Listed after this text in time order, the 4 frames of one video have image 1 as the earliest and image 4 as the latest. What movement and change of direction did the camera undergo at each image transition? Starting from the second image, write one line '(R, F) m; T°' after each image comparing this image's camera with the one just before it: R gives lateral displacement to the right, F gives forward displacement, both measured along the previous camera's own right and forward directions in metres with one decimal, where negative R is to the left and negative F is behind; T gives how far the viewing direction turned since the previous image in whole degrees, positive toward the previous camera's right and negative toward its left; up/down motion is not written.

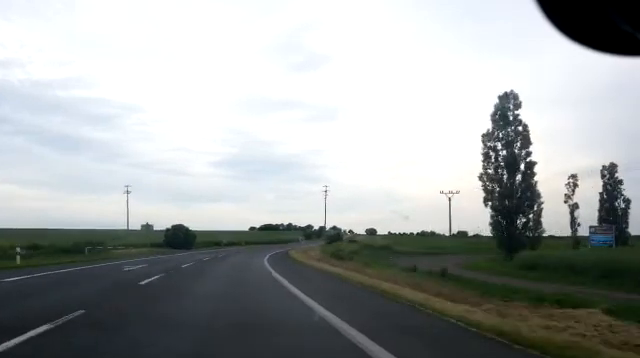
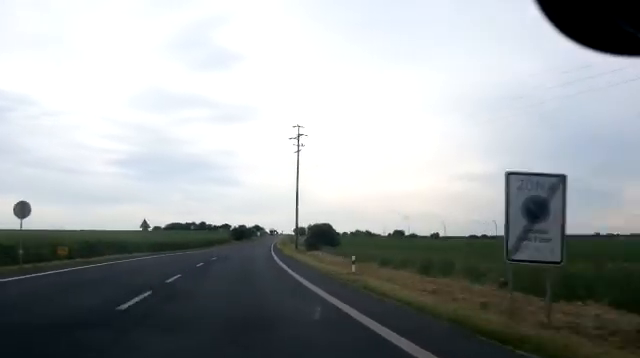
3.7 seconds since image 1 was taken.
(+6.2, +85.1) m; +9°
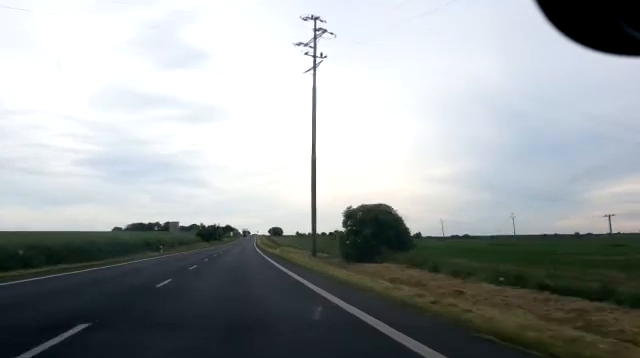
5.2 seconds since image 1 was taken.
(+1.2, +37.2) m; +3°
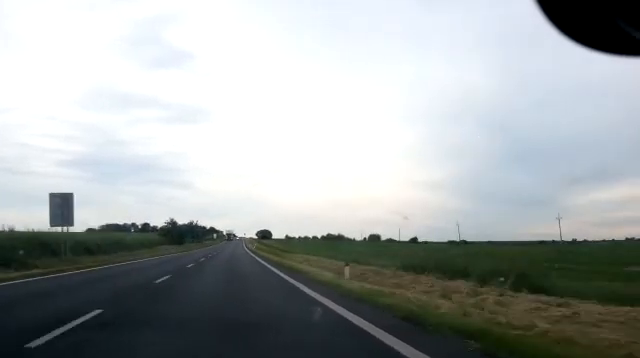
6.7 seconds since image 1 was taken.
(+0.3, +34.2) m; +1°
